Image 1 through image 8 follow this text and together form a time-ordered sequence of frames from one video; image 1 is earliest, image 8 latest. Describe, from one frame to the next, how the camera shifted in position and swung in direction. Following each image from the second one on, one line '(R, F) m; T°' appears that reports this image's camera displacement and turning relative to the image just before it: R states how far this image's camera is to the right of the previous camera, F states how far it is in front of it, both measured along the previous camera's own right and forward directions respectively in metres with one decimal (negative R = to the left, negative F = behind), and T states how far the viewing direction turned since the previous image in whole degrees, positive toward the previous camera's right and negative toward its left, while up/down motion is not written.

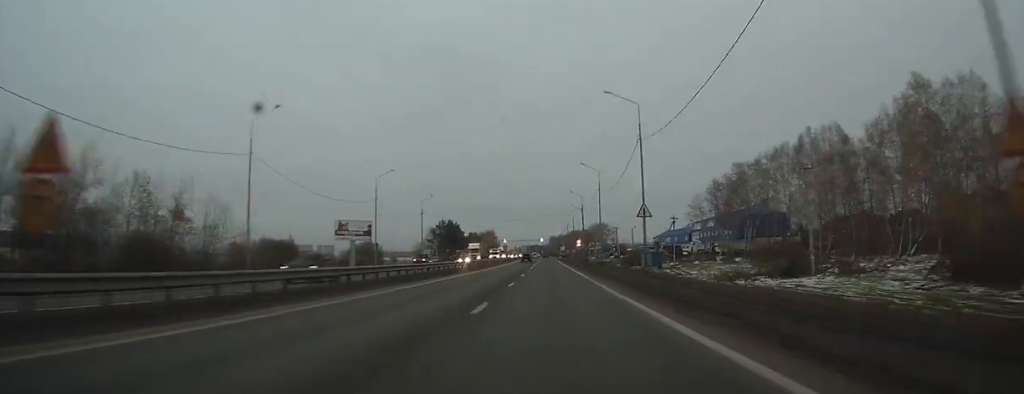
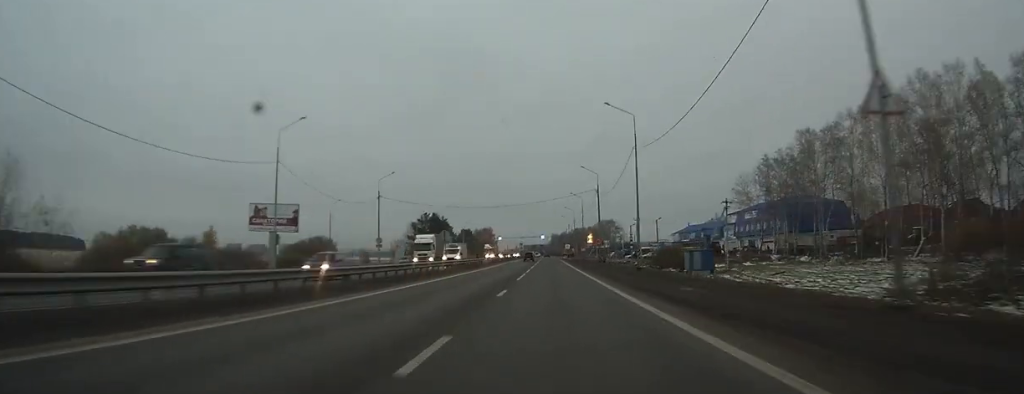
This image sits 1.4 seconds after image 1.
(0.0, +30.9) m; 0°
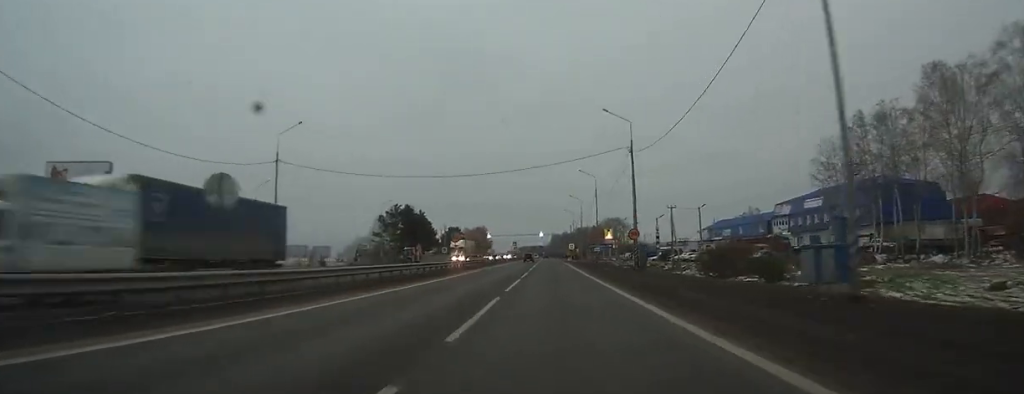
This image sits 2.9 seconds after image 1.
(+0.1, +33.5) m; 0°
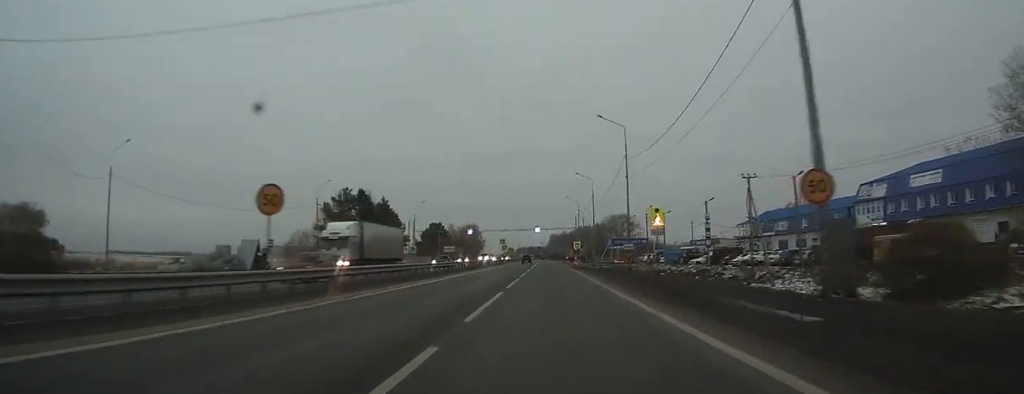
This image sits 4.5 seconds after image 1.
(-0.1, +34.1) m; 0°
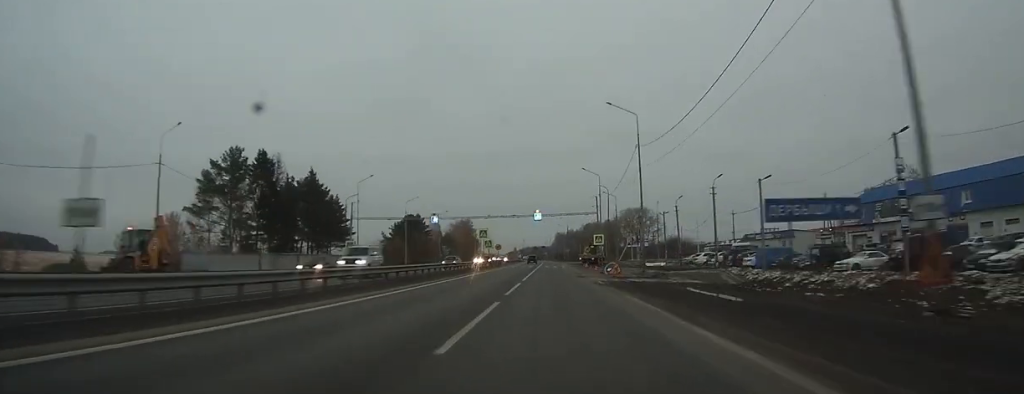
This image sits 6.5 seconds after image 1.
(-0.1, +40.3) m; 0°
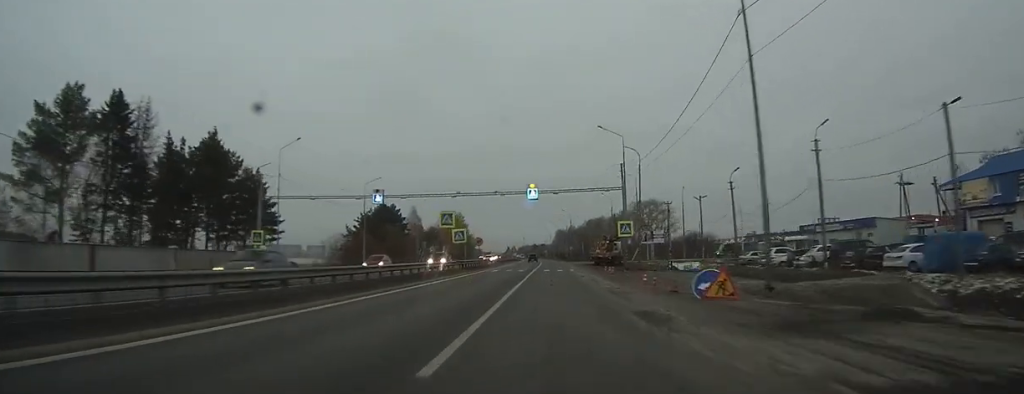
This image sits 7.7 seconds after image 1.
(-0.1, +25.8) m; 0°
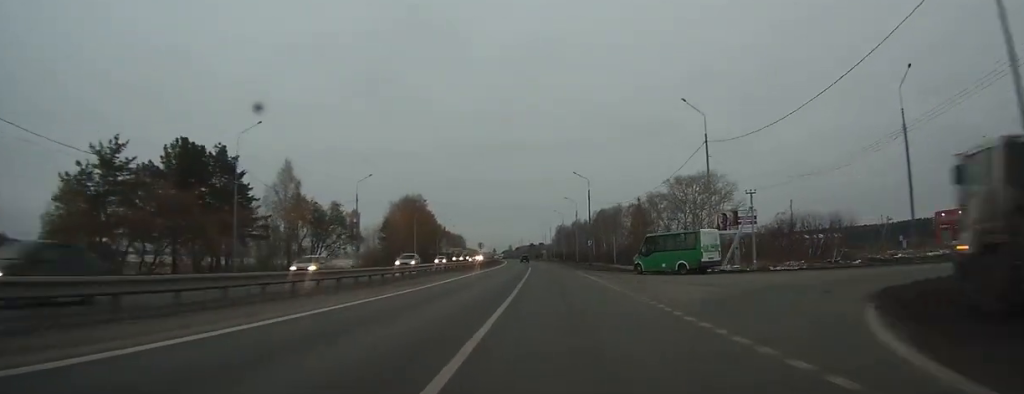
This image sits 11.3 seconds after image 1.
(+0.3, +71.9) m; 0°
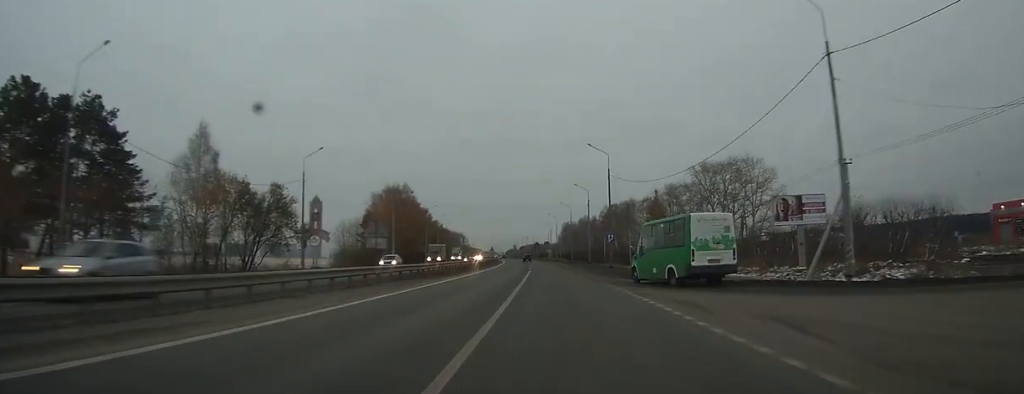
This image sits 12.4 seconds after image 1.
(-0.1, +21.0) m; 0°
